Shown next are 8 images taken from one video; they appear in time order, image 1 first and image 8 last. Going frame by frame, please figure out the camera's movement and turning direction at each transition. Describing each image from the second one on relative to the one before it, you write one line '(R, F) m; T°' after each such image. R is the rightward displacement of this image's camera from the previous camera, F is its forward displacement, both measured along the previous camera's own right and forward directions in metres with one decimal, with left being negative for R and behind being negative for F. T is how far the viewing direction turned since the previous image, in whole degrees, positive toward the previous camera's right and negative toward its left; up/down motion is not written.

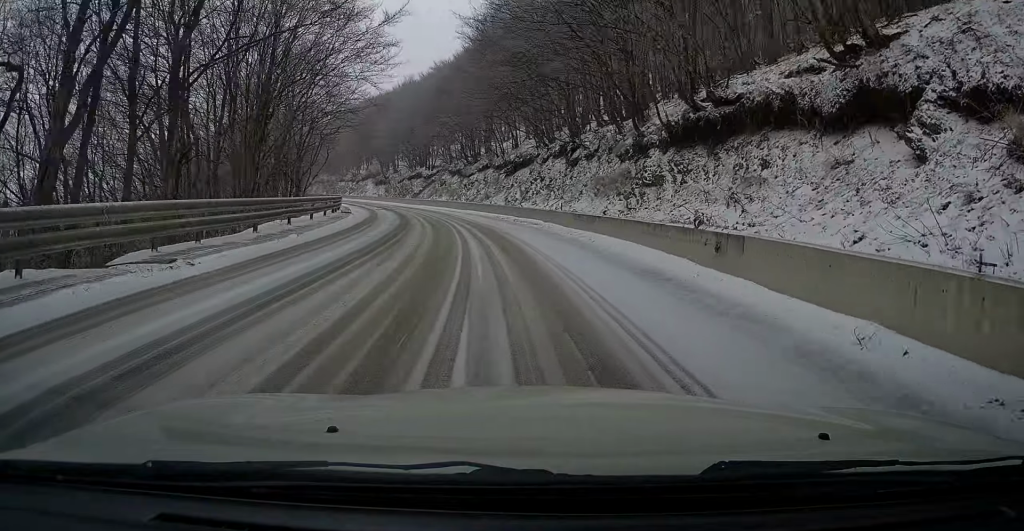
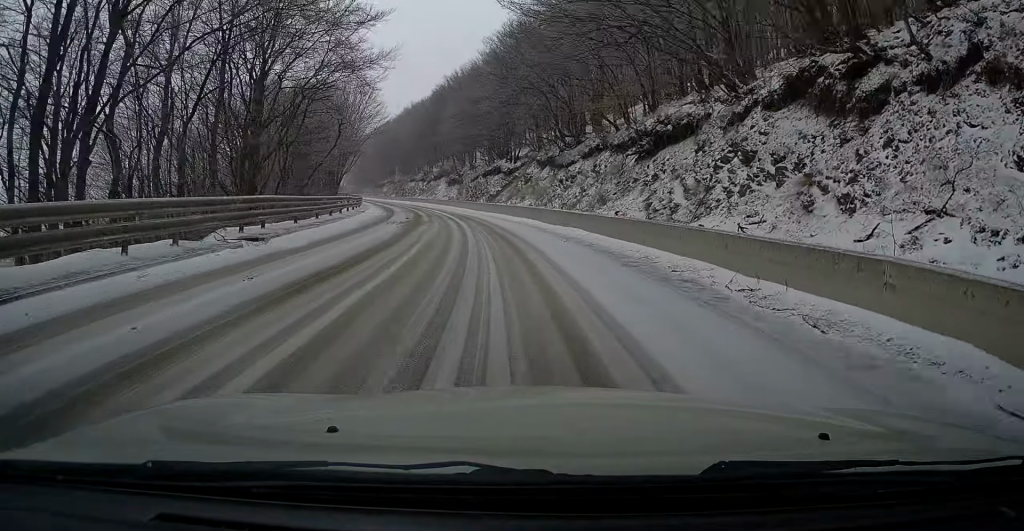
(-1.8, +24.0) m; -8°
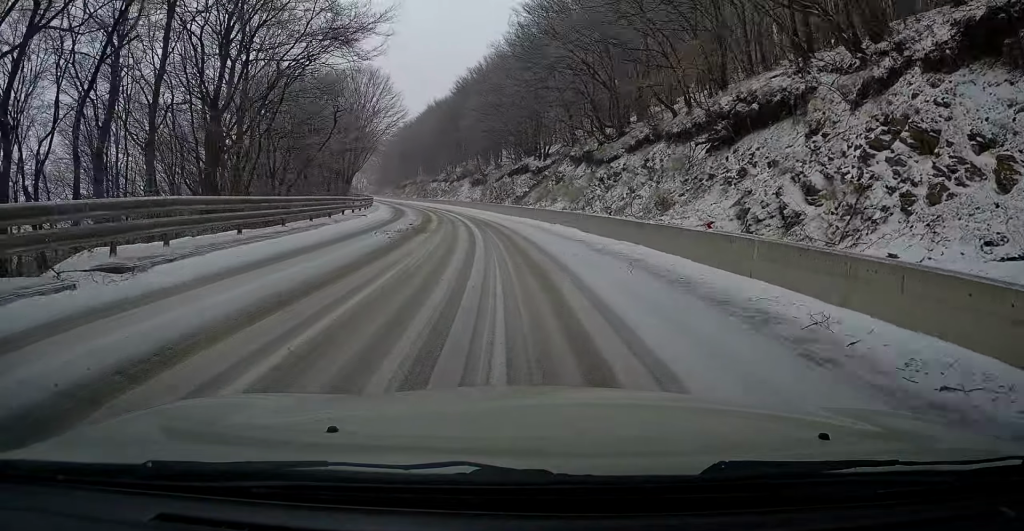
(-0.1, +6.5) m; -2°
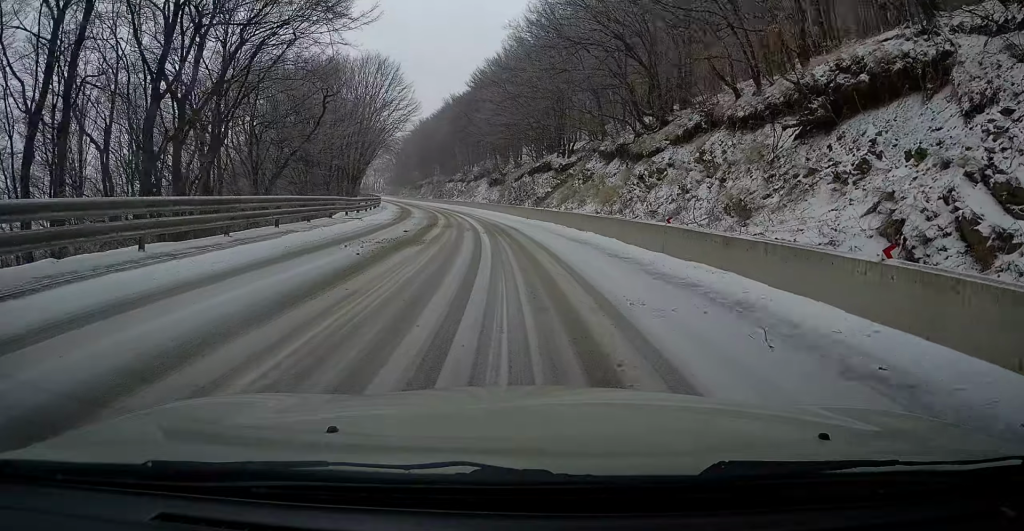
(-0.2, +5.1) m; -1°
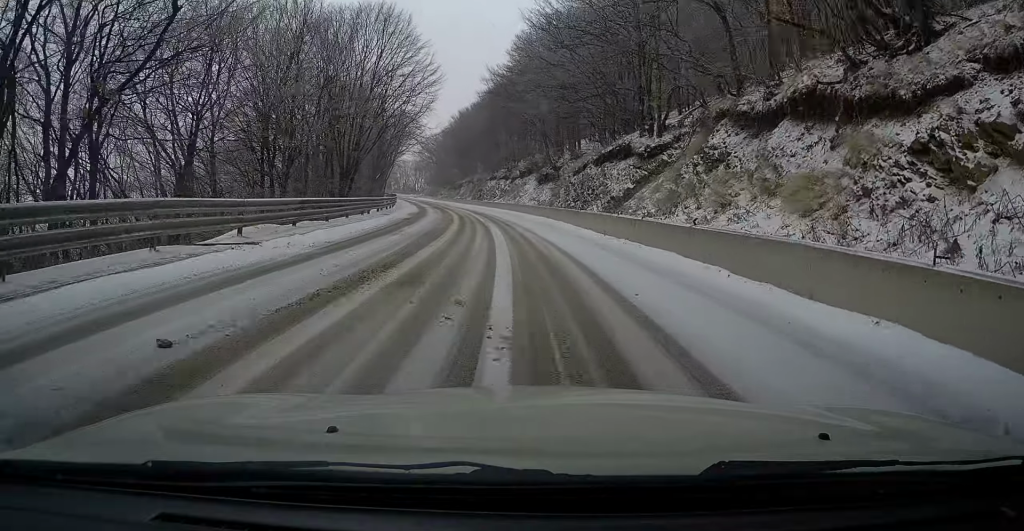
(-0.4, +16.1) m; -3°
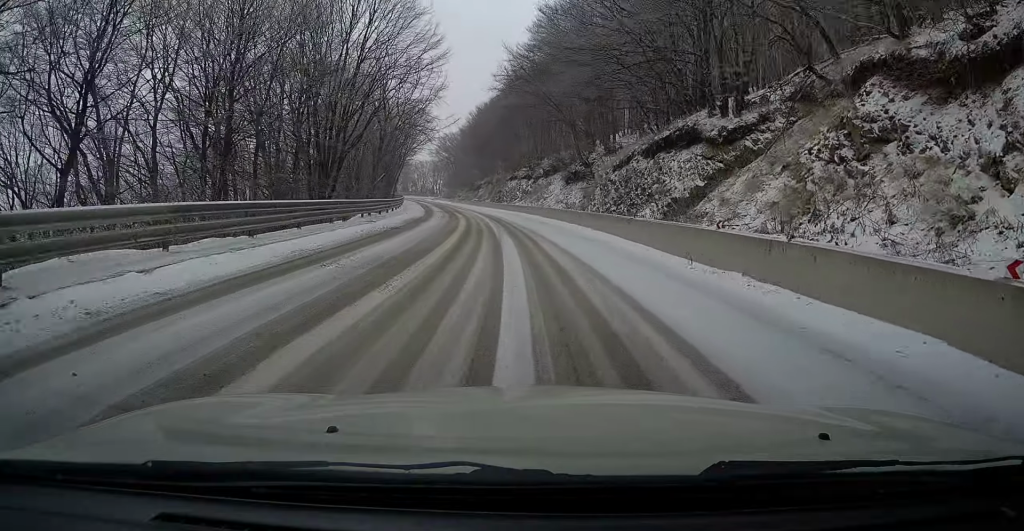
(-0.1, +8.6) m; -2°
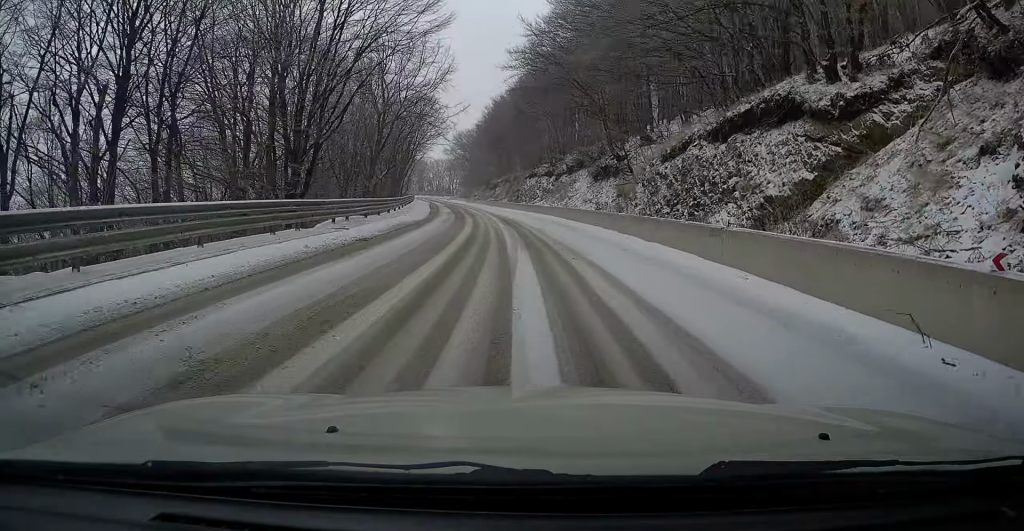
(+0.1, +7.3) m; -2°
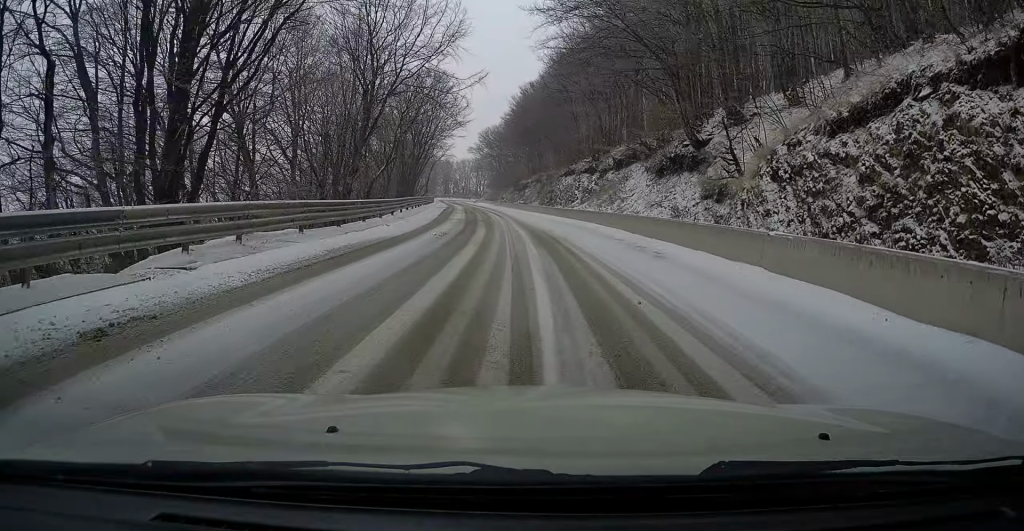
(-0.7, +11.9) m; -3°
